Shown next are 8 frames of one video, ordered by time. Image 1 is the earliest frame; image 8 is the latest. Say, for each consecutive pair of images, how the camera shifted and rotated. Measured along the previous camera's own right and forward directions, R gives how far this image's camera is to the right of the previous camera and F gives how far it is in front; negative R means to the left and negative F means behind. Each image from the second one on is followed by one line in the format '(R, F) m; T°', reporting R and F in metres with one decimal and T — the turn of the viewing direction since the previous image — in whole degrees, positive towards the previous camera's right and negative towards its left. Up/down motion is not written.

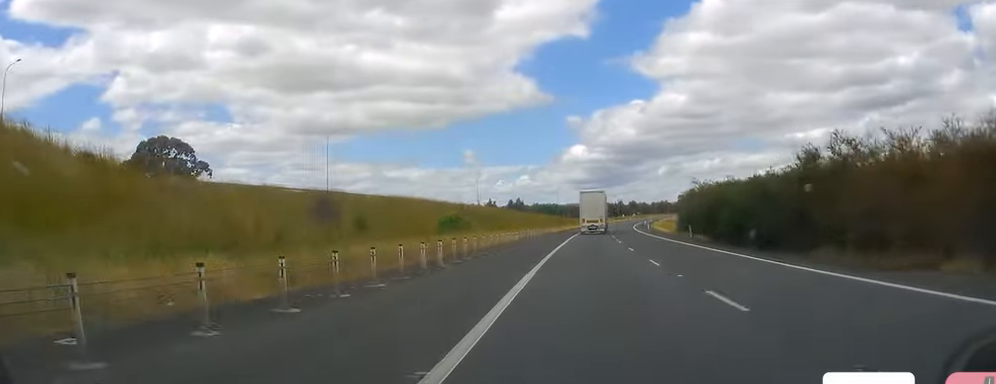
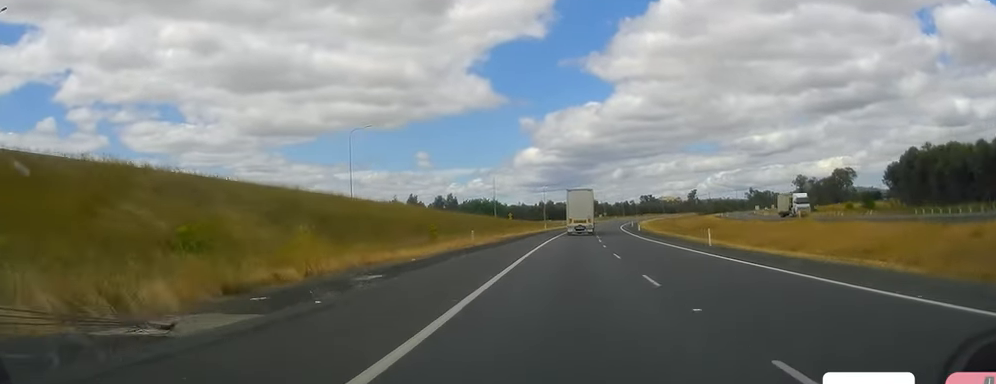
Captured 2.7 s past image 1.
(+3.1, +76.3) m; +3°
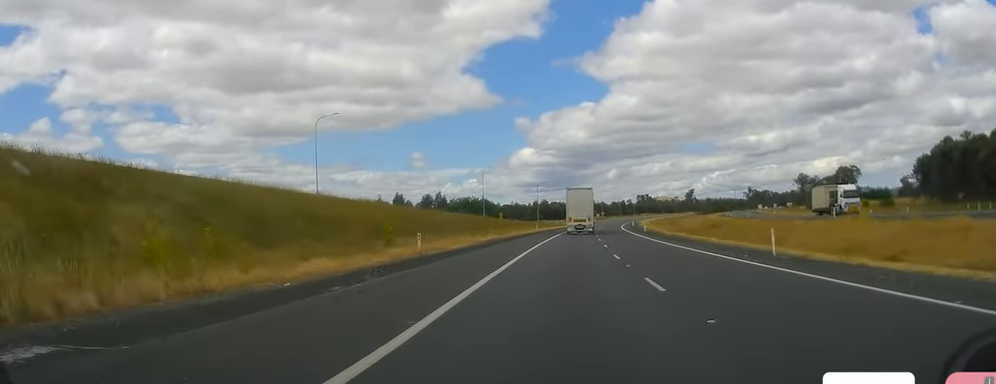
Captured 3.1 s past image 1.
(0.0, +13.4) m; 0°
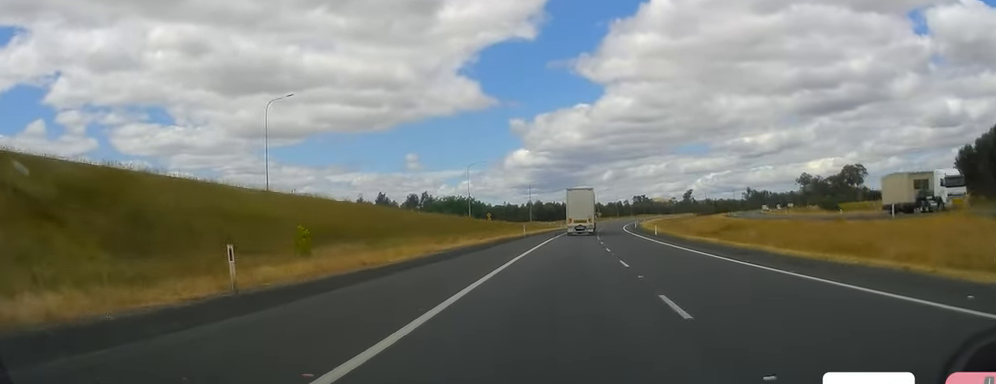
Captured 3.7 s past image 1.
(0.0, +15.3) m; 0°
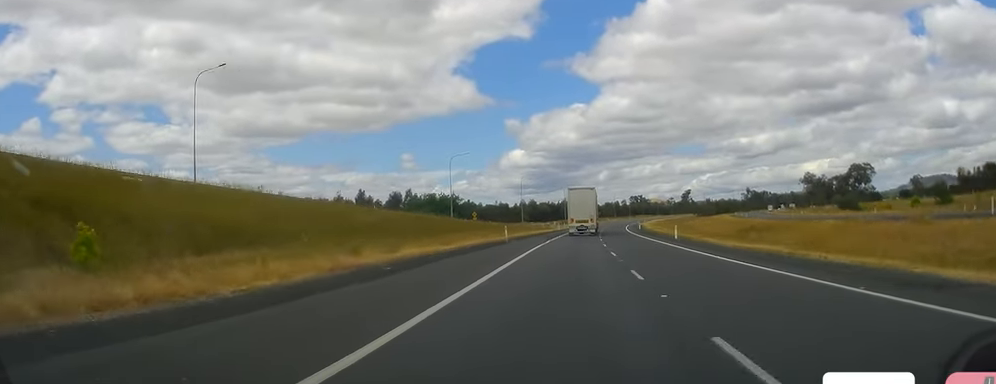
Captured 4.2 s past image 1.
(0.0, +16.3) m; +1°
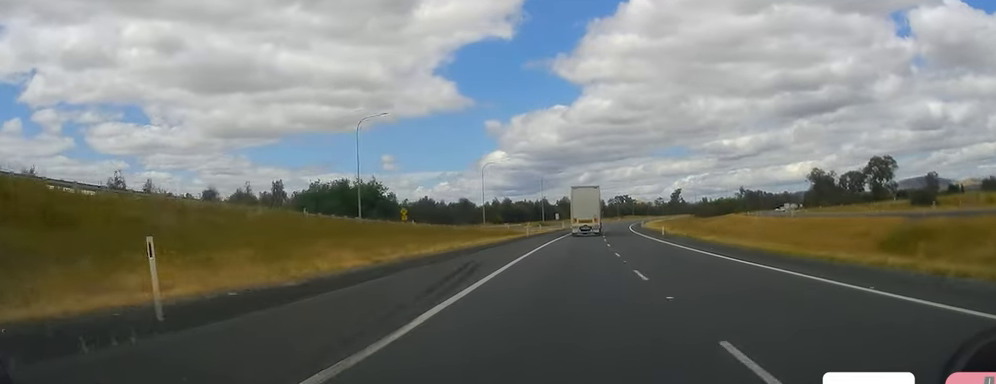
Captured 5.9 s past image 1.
(+1.8, +47.0) m; +4°
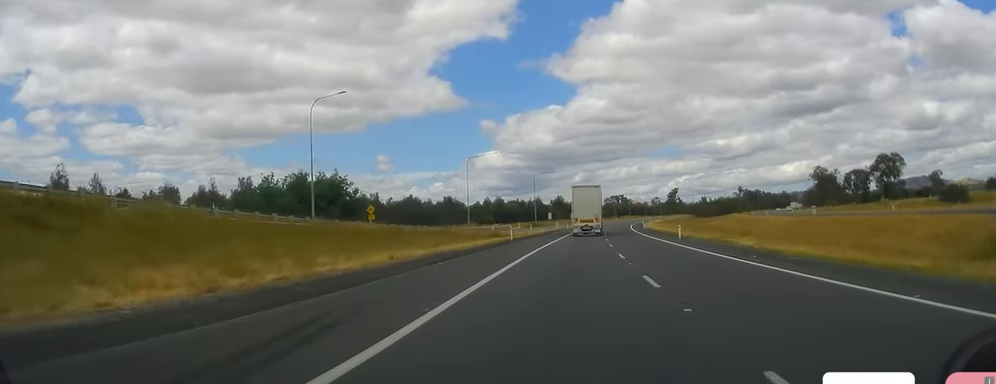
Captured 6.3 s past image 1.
(+0.6, +13.4) m; 0°
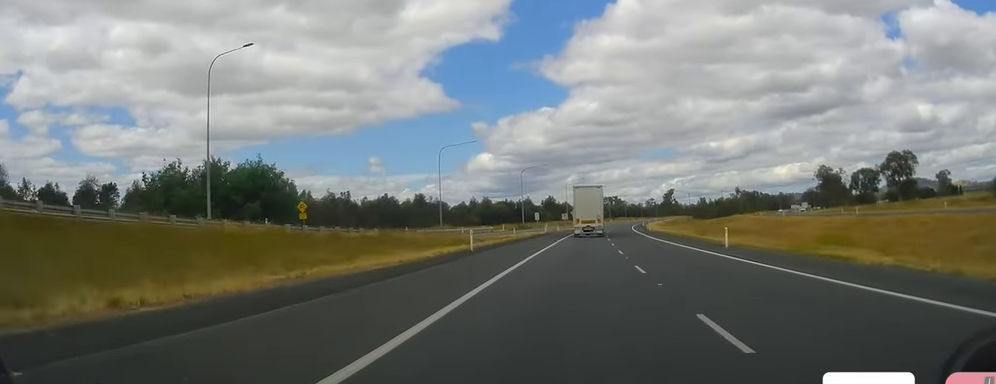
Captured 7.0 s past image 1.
(-0.5, +19.0) m; 0°
